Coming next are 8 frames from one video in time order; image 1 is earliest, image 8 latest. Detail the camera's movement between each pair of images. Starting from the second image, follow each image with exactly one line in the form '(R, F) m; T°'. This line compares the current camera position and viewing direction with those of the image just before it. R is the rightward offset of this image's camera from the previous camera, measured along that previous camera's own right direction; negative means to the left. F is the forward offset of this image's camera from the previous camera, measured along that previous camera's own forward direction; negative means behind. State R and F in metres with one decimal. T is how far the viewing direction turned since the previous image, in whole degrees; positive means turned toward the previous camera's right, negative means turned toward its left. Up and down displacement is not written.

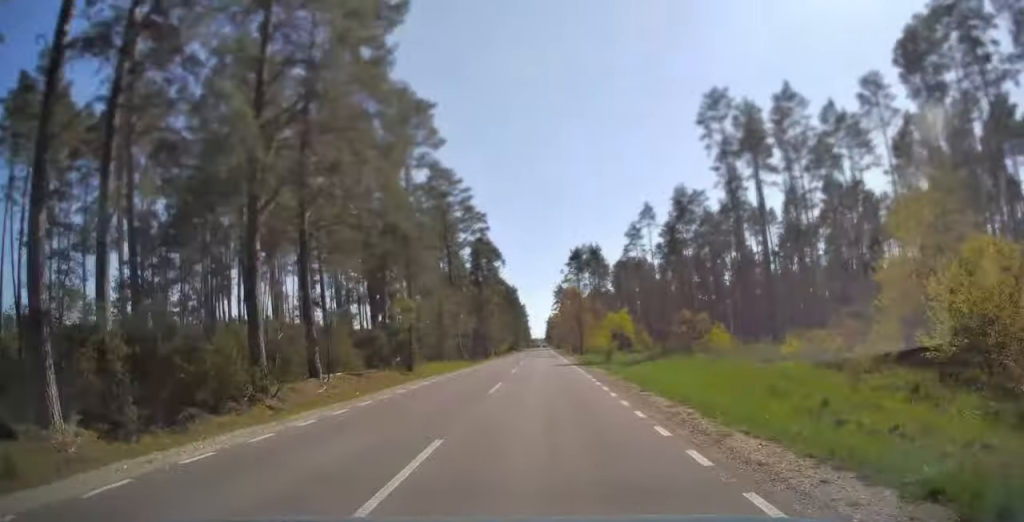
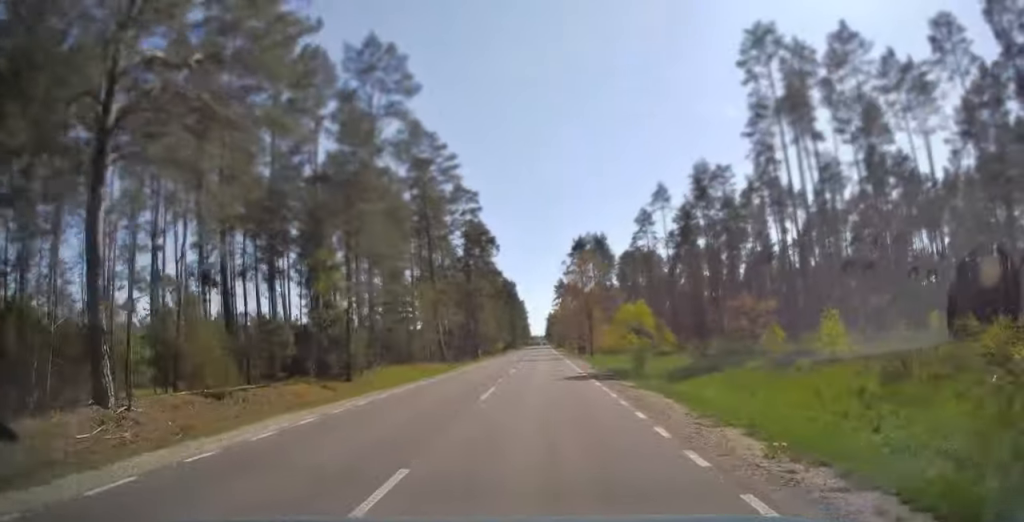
(-0.1, +13.7) m; 0°
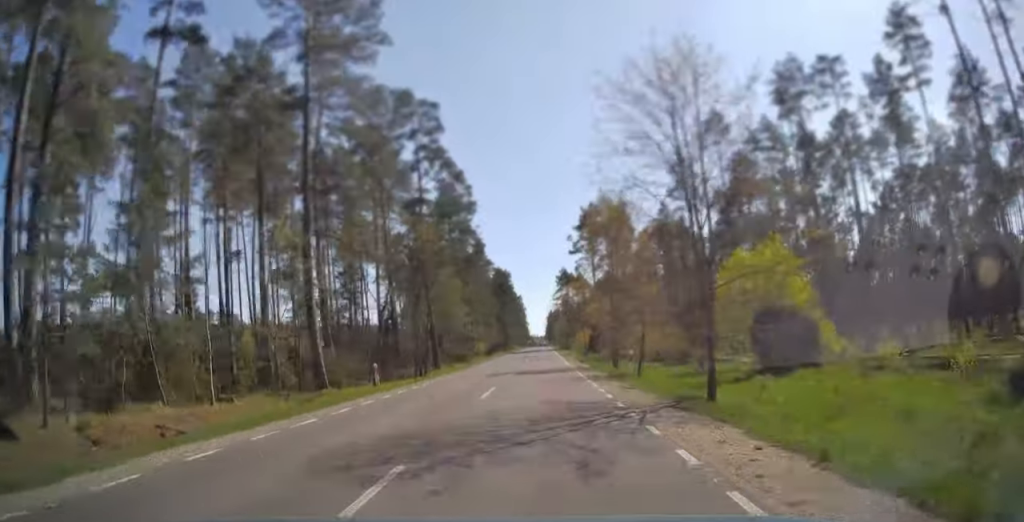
(+0.1, +35.2) m; 0°
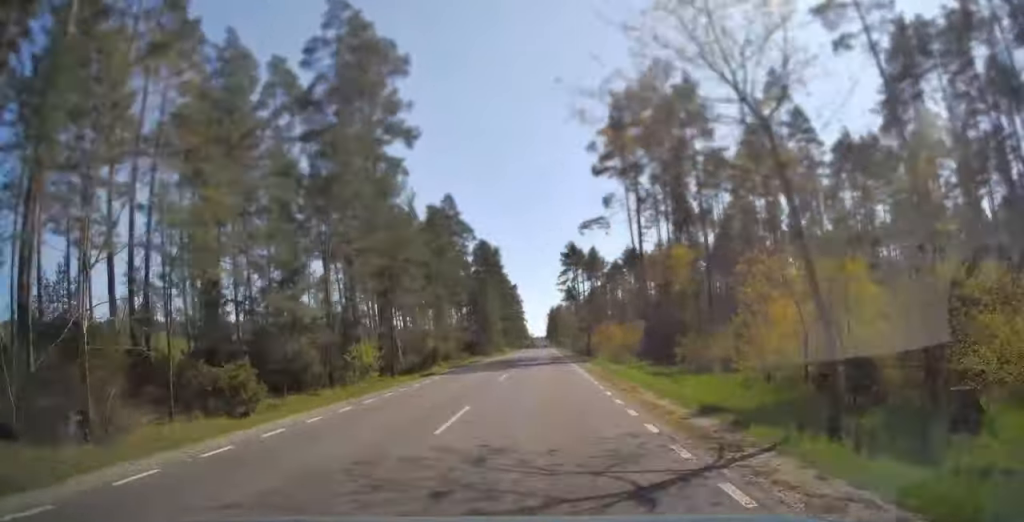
(+0.1, +52.5) m; 0°
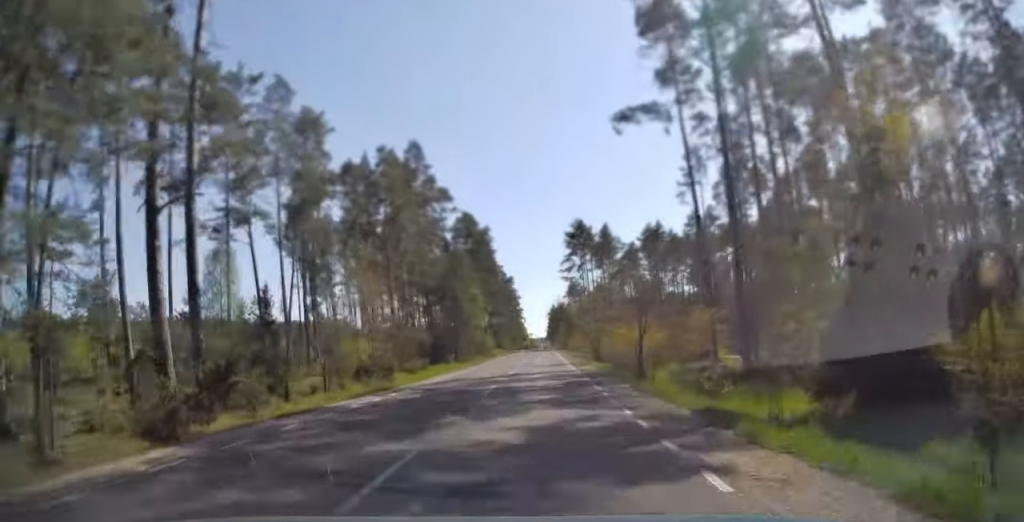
(0.0, +28.8) m; 0°
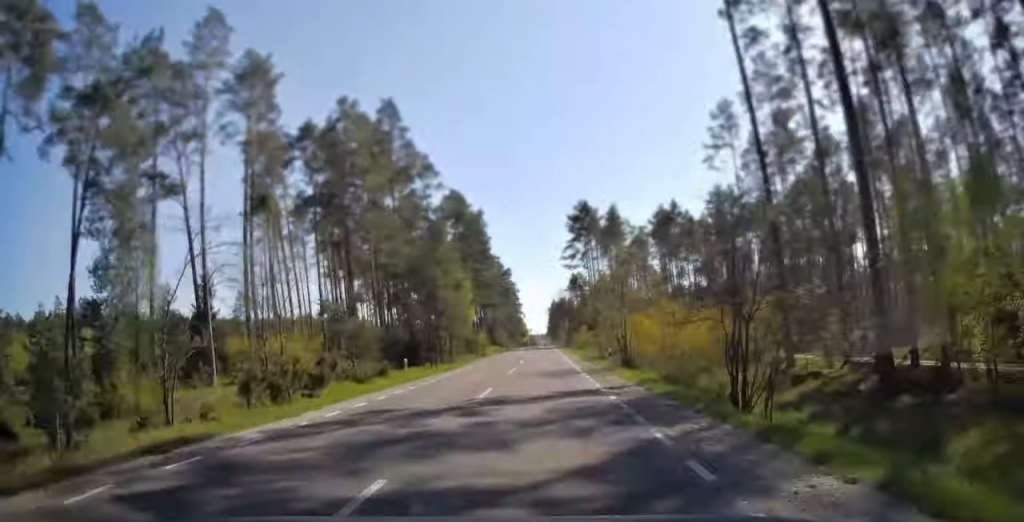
(-0.1, +13.3) m; 0°
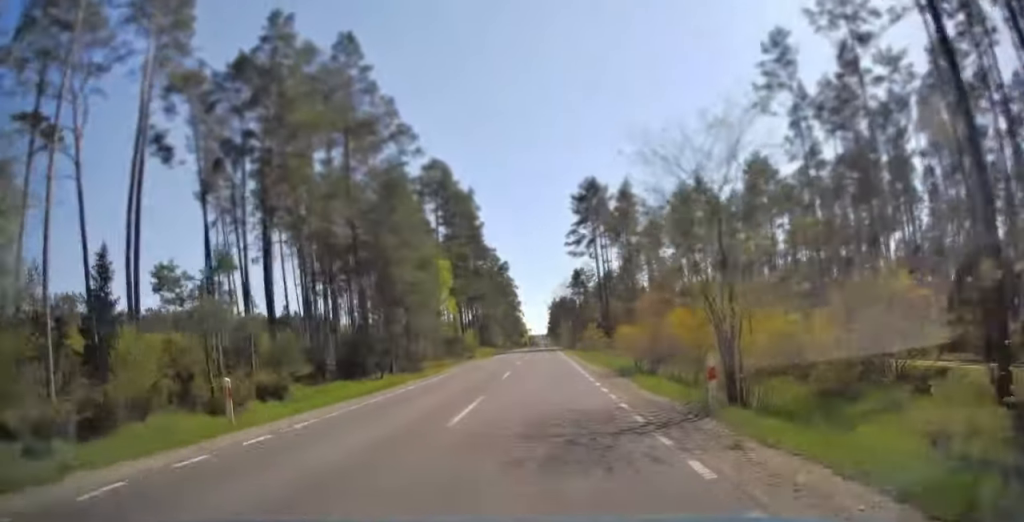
(0.0, +15.6) m; 0°
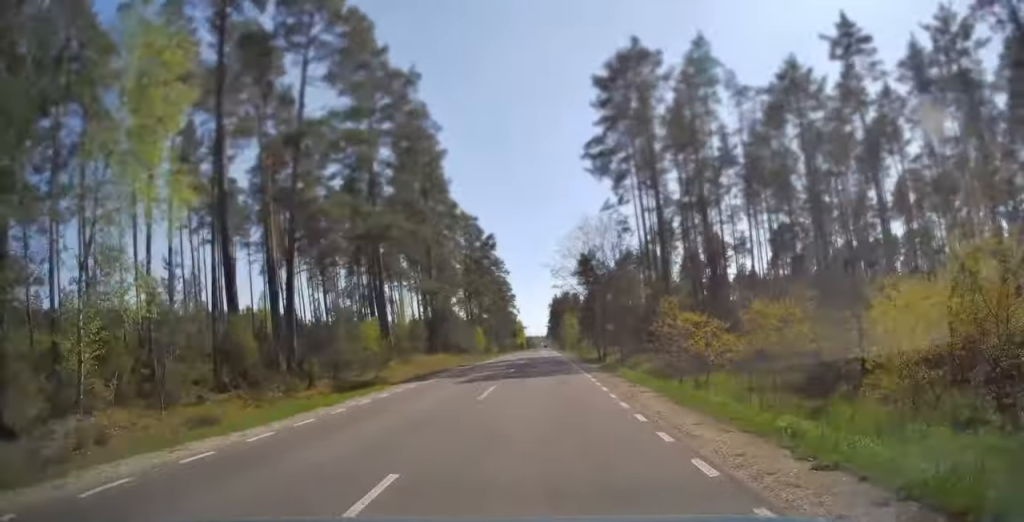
(+0.1, +43.2) m; 0°
